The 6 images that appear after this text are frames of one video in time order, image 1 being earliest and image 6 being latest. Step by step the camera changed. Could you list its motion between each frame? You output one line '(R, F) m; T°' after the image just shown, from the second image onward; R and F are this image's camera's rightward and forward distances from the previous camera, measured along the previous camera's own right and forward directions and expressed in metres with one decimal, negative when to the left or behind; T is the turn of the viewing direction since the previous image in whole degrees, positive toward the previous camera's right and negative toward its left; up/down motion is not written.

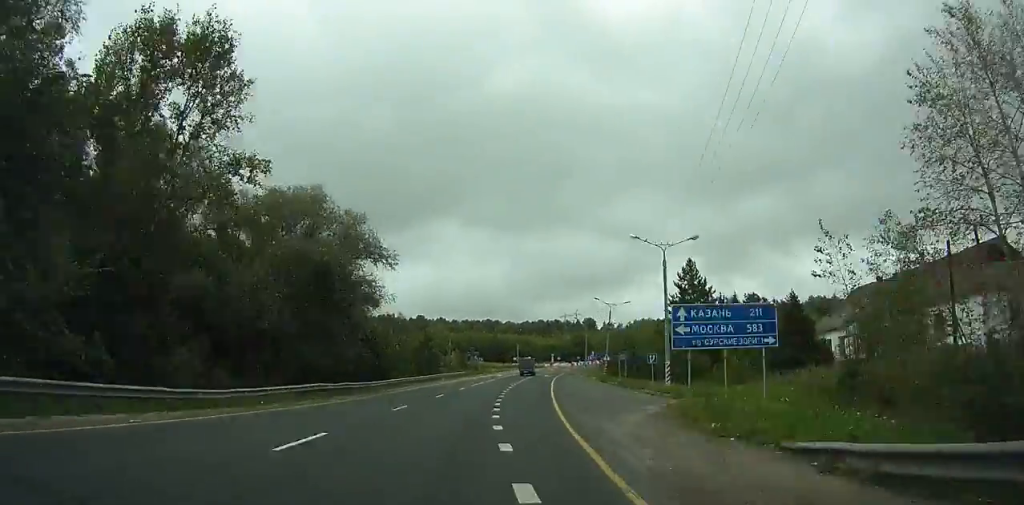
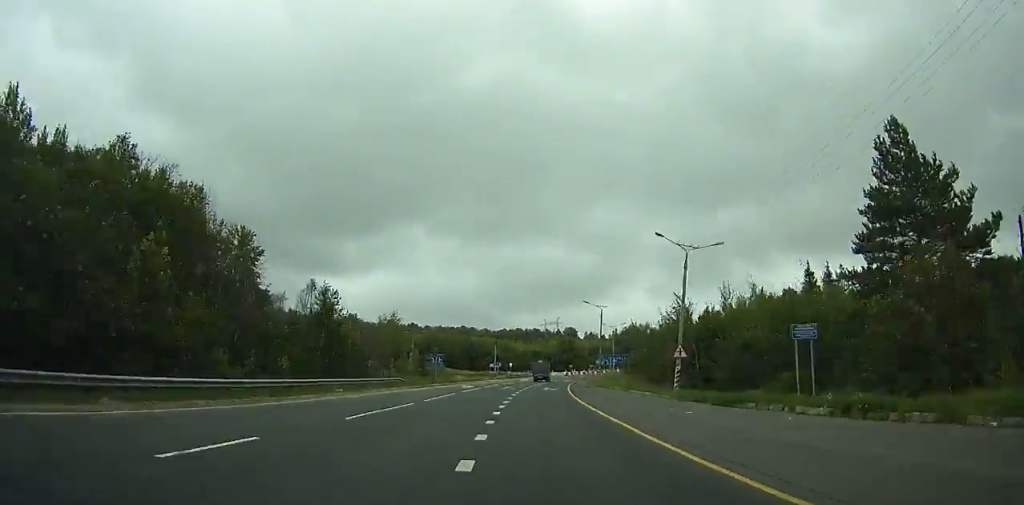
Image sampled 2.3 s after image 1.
(+1.1, +40.7) m; +3°
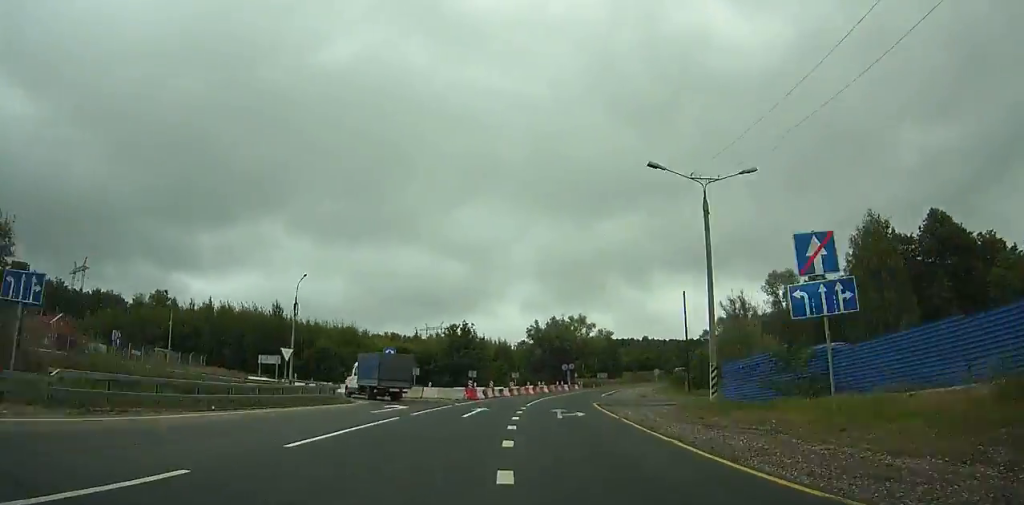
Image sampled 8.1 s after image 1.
(+5.0, +96.7) m; +10°
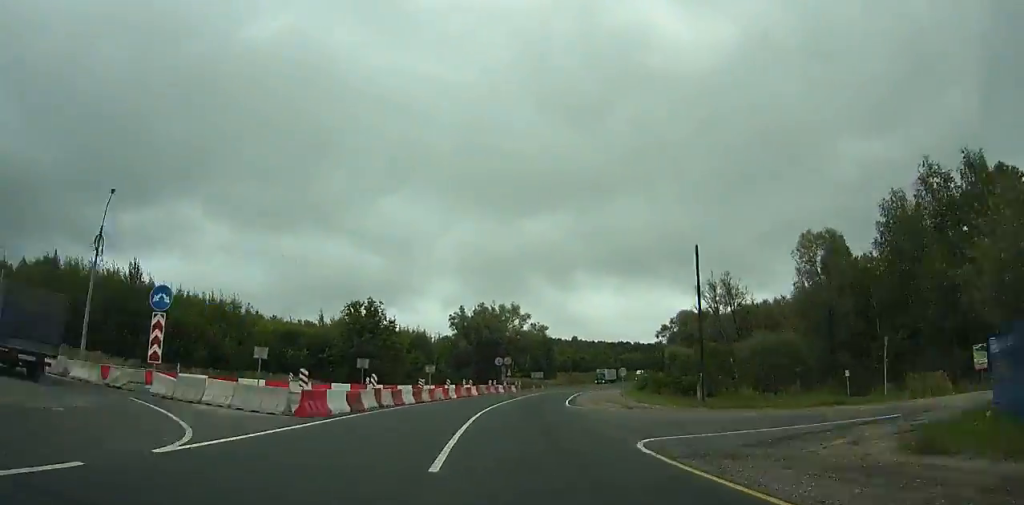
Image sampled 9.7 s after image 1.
(-4.3, +25.5) m; +9°
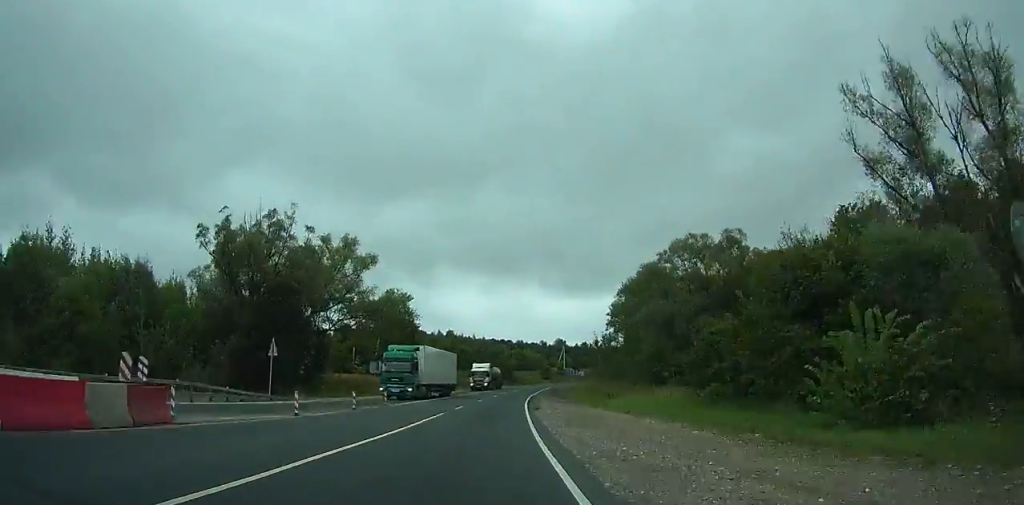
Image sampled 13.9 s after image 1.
(+19.0, +56.4) m; +16°
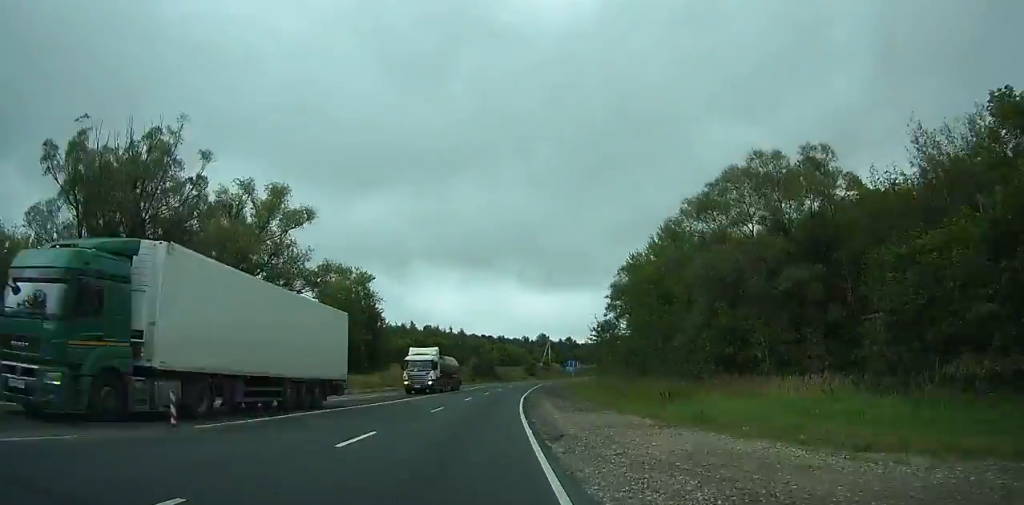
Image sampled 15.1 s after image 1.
(-1.2, +18.1) m; -1°
